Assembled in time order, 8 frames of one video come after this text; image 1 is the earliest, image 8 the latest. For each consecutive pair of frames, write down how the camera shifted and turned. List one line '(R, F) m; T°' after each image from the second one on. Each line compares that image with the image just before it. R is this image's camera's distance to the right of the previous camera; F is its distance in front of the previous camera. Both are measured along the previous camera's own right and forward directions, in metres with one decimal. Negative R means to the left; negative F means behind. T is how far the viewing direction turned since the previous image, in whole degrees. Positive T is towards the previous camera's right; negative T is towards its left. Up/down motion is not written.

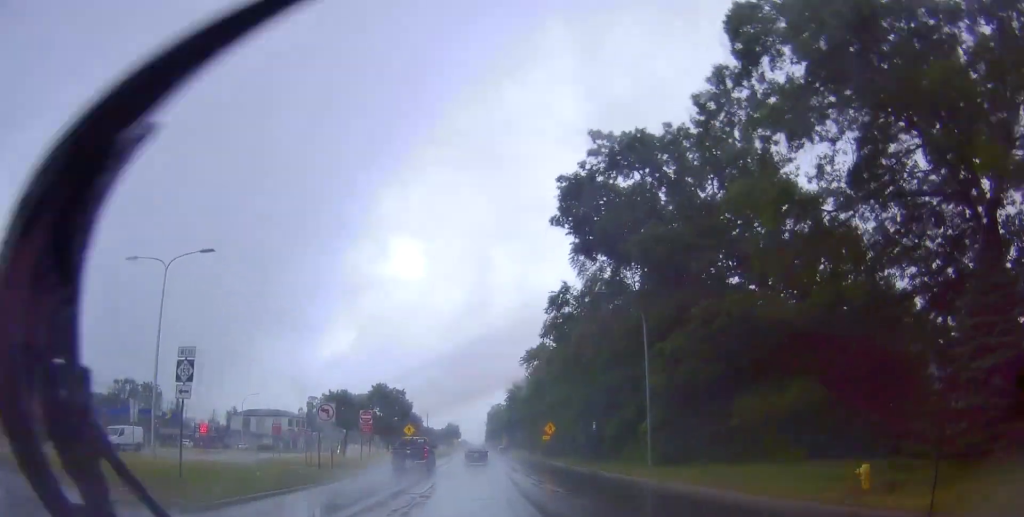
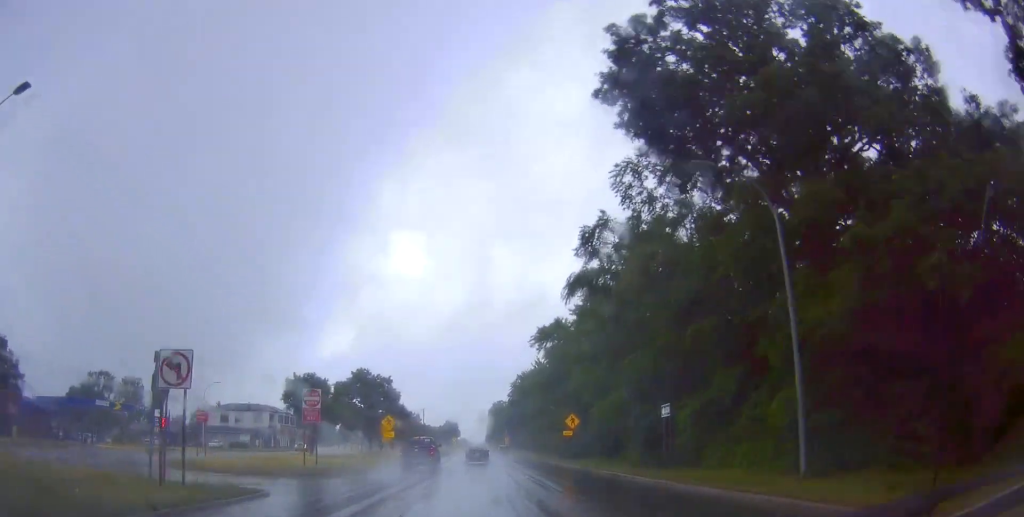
(0.0, +14.5) m; 0°
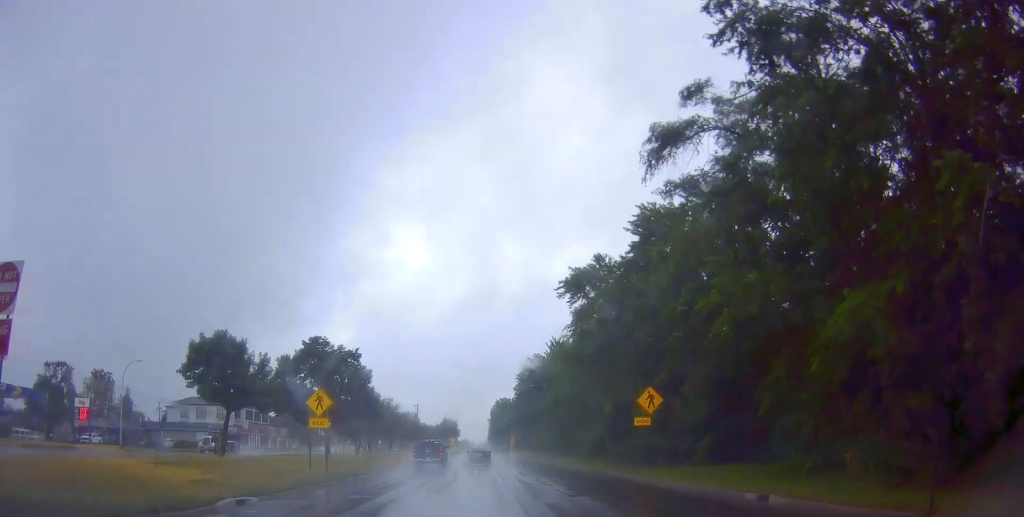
(+0.1, +21.7) m; -1°
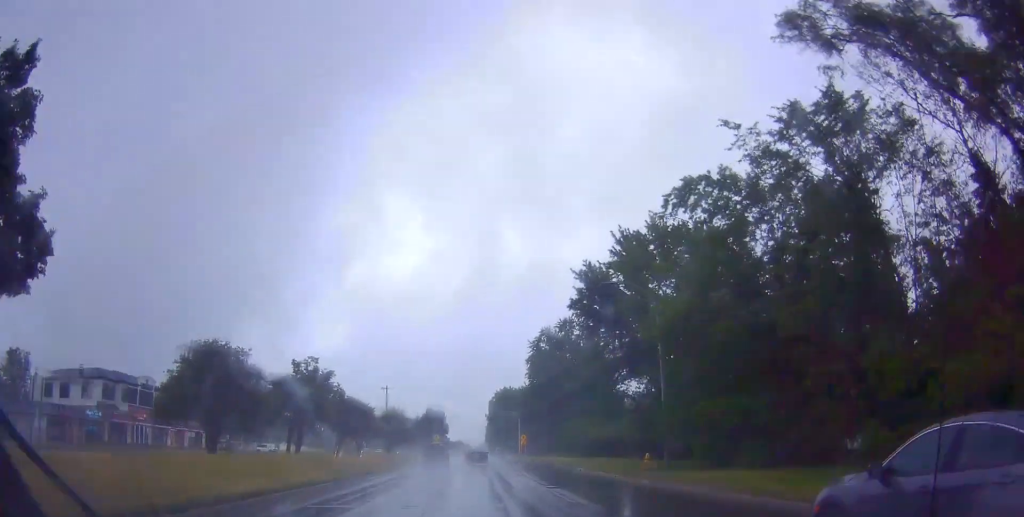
(-0.8, +44.5) m; +1°
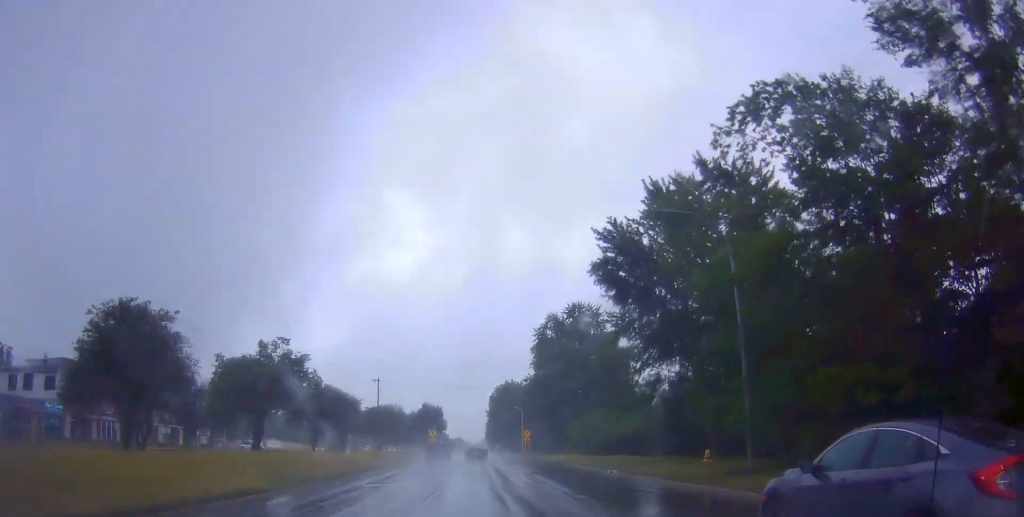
(0.0, +8.8) m; +1°
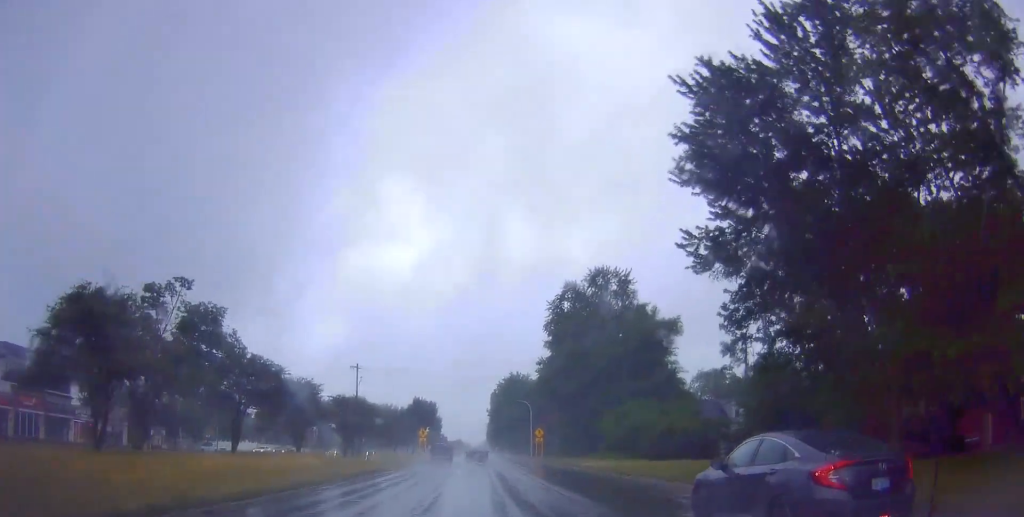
(+0.5, +17.6) m; 0°
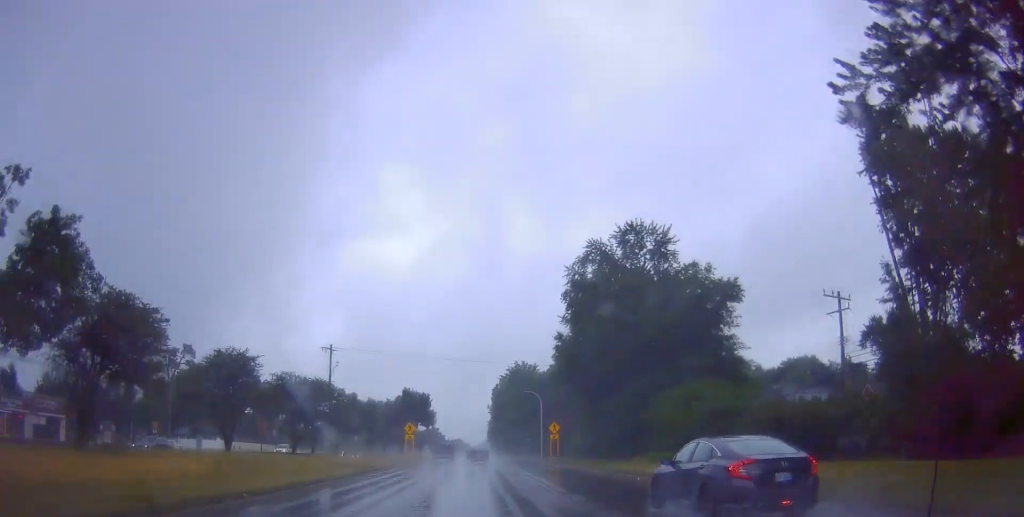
(-0.2, +15.0) m; 0°
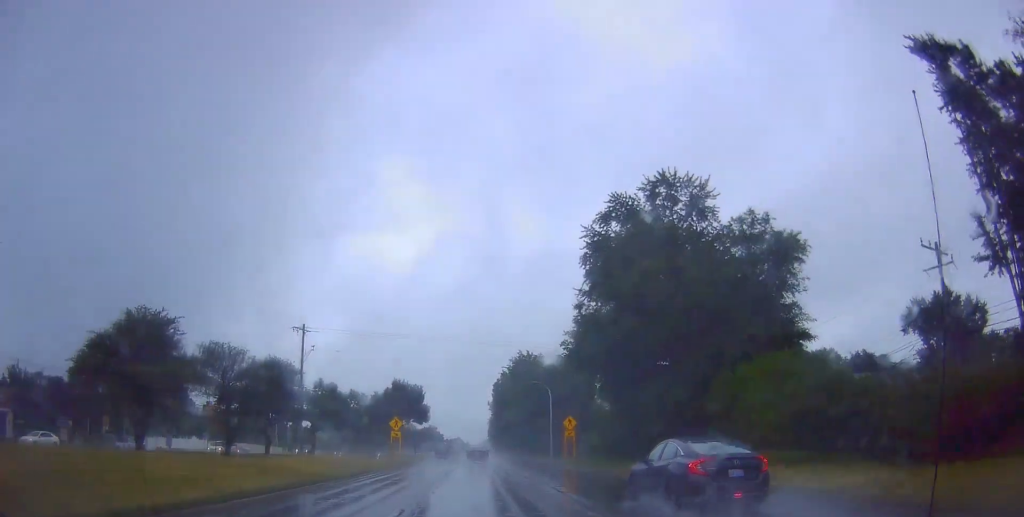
(-0.1, +10.7) m; 0°
